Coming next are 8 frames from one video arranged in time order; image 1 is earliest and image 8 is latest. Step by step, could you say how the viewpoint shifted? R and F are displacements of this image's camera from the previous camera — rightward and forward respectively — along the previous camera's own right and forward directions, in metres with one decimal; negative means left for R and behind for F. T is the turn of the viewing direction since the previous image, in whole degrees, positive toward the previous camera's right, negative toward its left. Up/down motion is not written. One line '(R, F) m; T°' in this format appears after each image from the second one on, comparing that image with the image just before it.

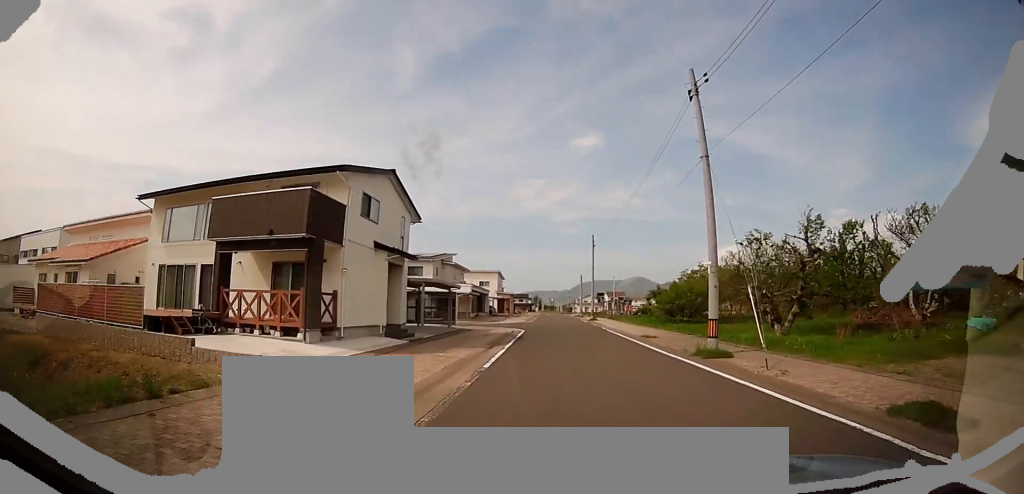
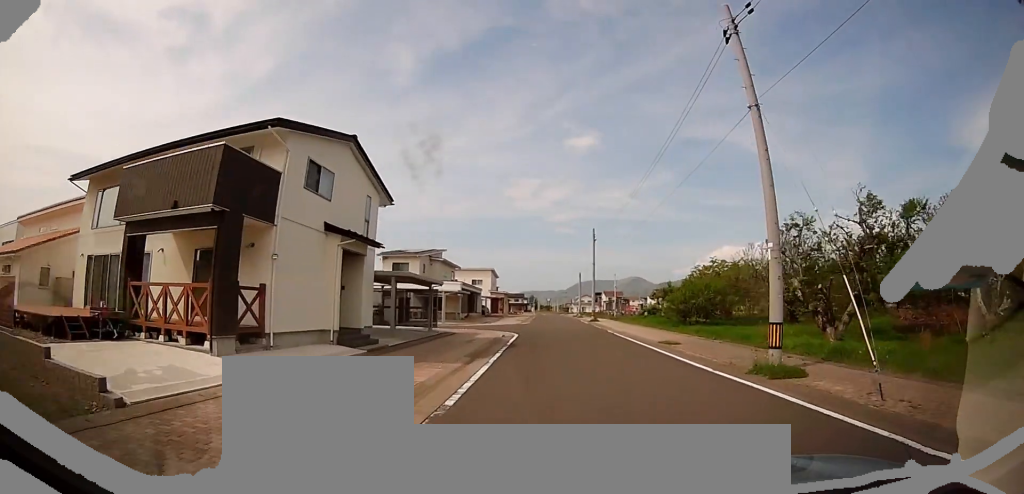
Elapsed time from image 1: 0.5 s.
(+0.3, +3.4) m; +5°
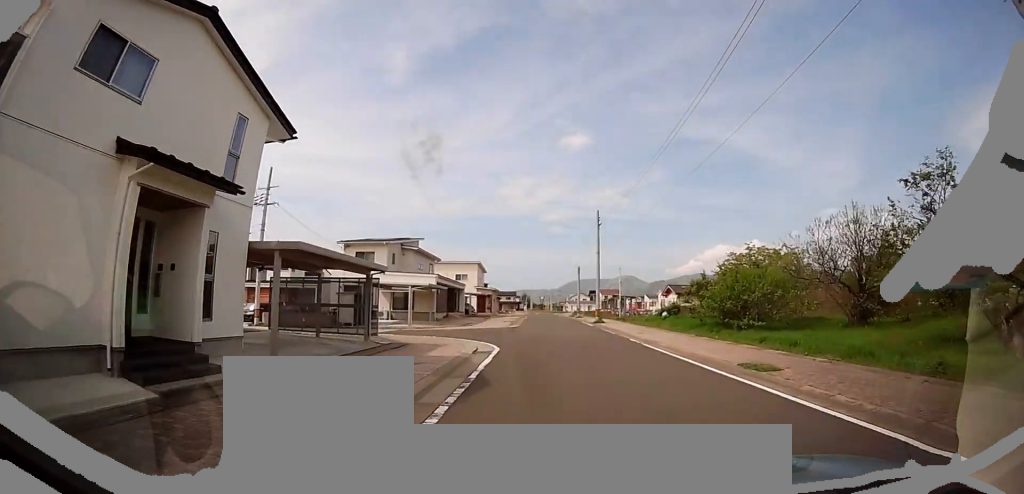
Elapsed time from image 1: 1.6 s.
(-0.1, +7.3) m; -7°
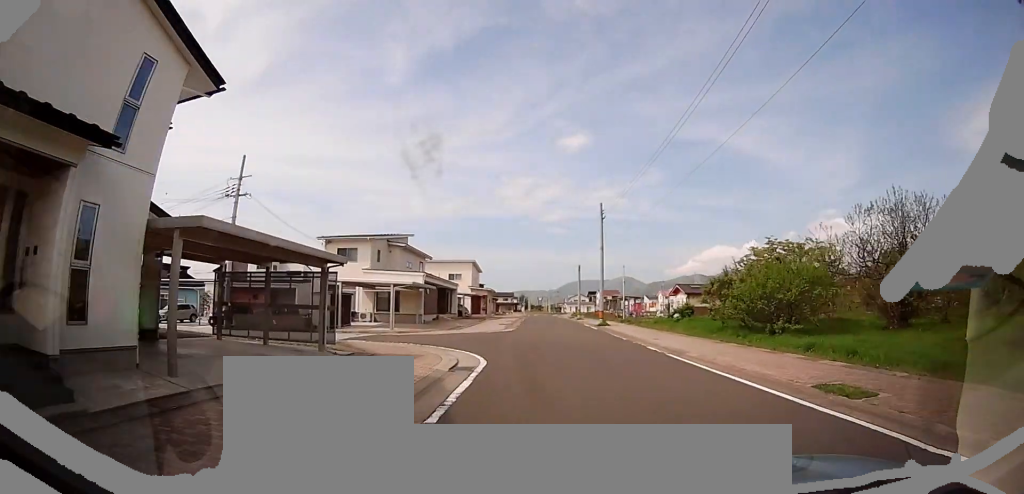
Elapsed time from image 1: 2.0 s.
(-0.3, +3.1) m; 0°
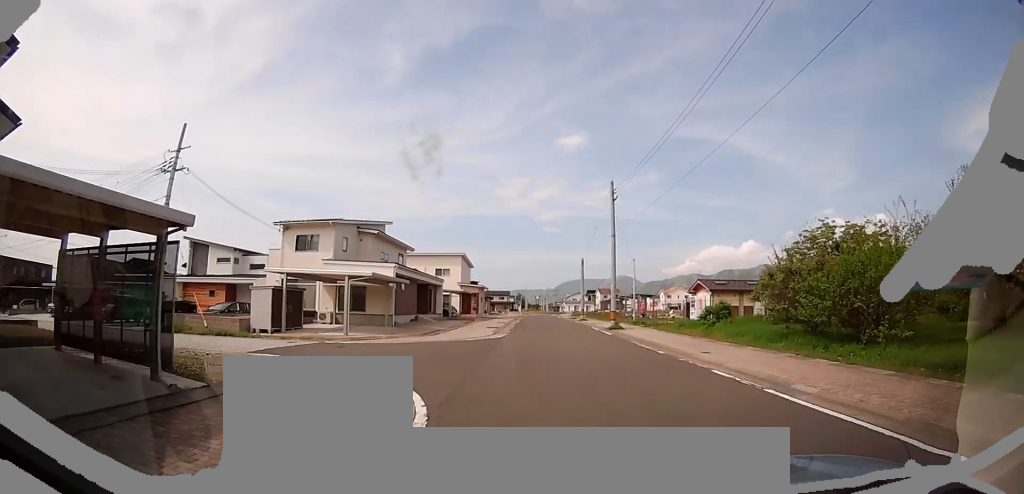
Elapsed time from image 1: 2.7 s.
(-0.3, +5.4) m; +1°
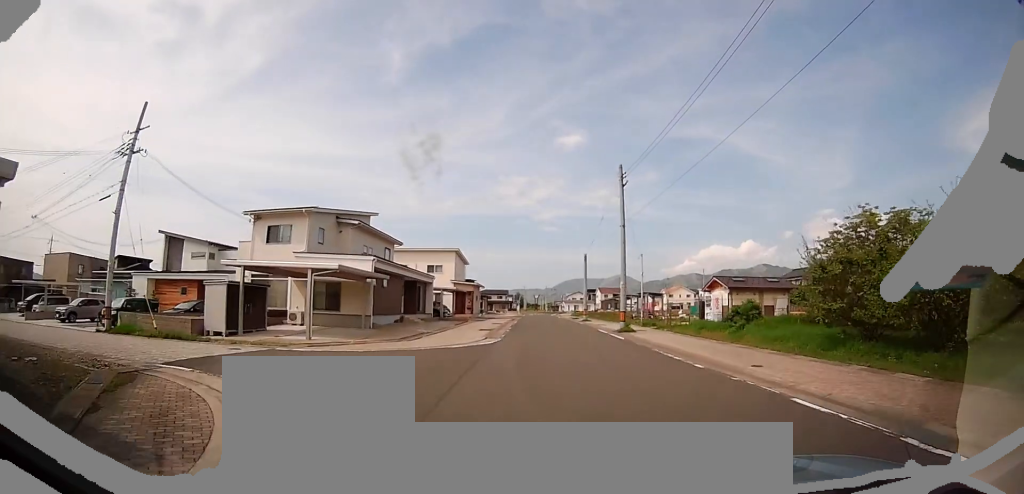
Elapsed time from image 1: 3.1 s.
(+0.3, +3.2) m; +3°
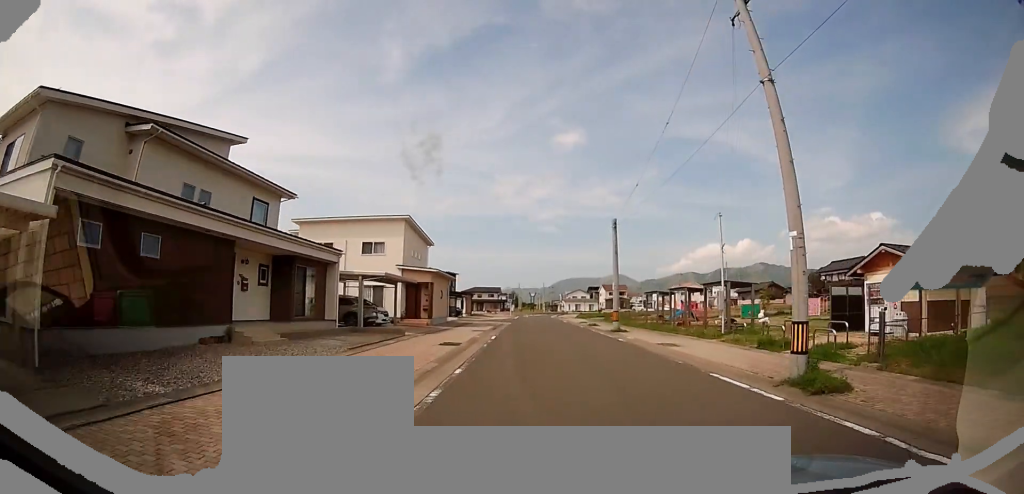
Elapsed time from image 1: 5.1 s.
(-0.2, +17.1) m; -4°
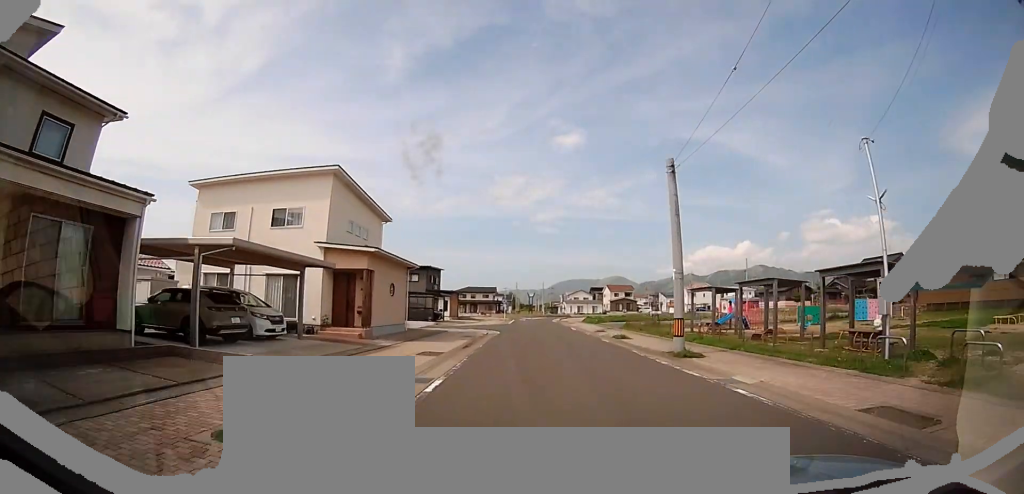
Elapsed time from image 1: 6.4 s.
(+0.4, +10.6) m; +7°
